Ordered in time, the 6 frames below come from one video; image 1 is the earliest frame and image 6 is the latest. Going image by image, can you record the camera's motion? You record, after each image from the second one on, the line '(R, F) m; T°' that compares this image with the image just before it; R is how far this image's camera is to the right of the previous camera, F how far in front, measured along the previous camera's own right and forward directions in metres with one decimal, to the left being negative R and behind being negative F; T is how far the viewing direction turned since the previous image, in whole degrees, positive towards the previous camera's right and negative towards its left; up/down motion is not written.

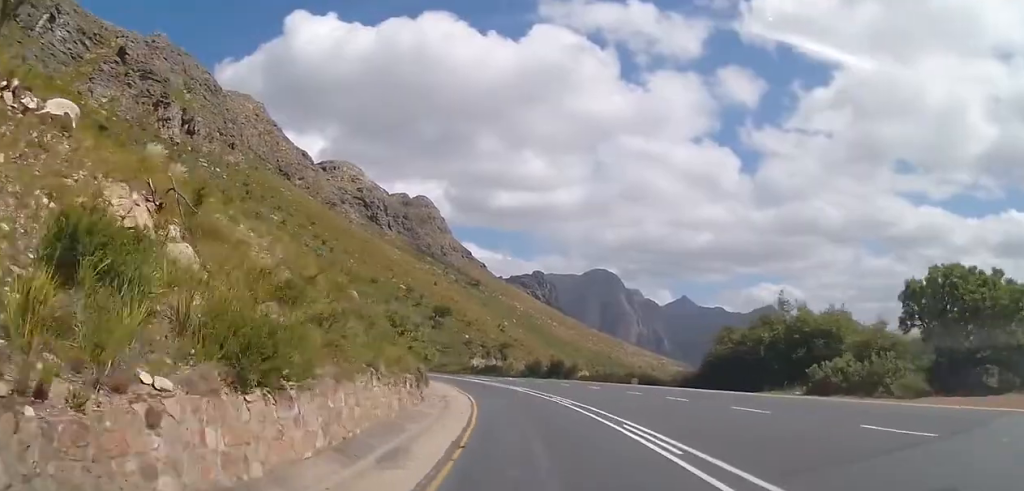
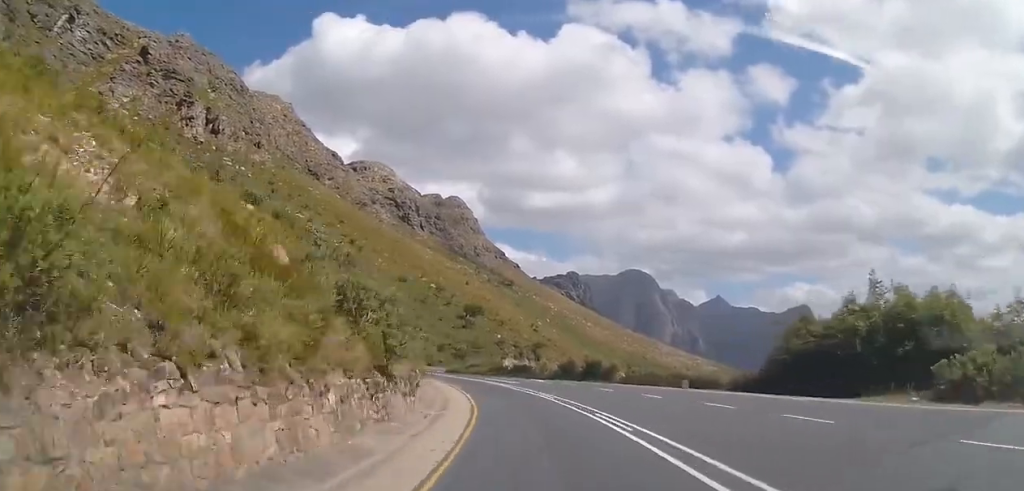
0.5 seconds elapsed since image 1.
(-0.1, +8.9) m; -4°
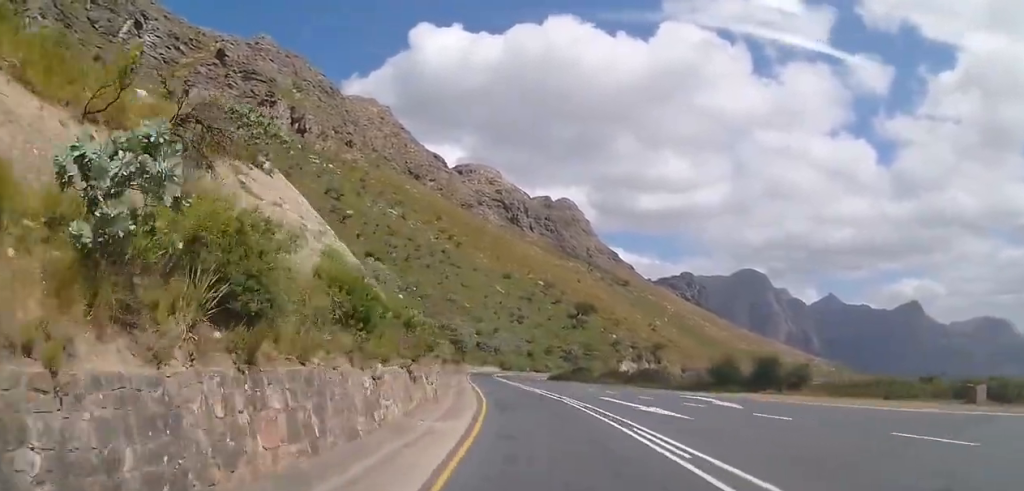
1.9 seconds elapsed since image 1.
(-5.0, +26.9) m; -19°
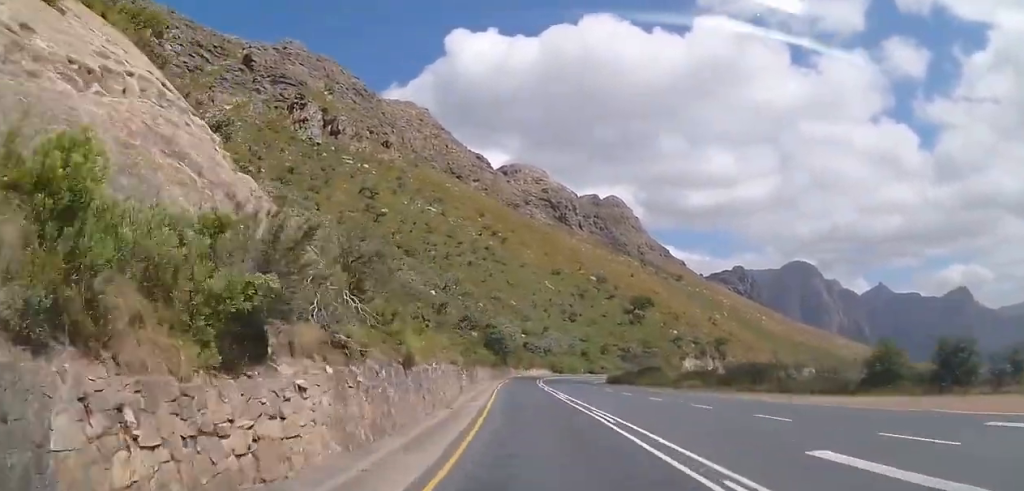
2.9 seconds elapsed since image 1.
(-1.1, +18.0) m; -5°
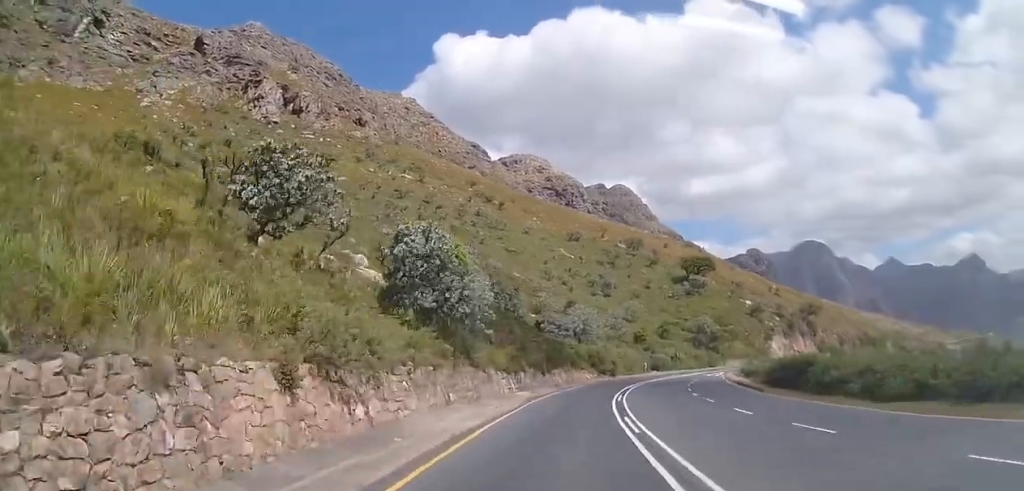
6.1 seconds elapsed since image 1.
(-1.9, +63.2) m; +1°
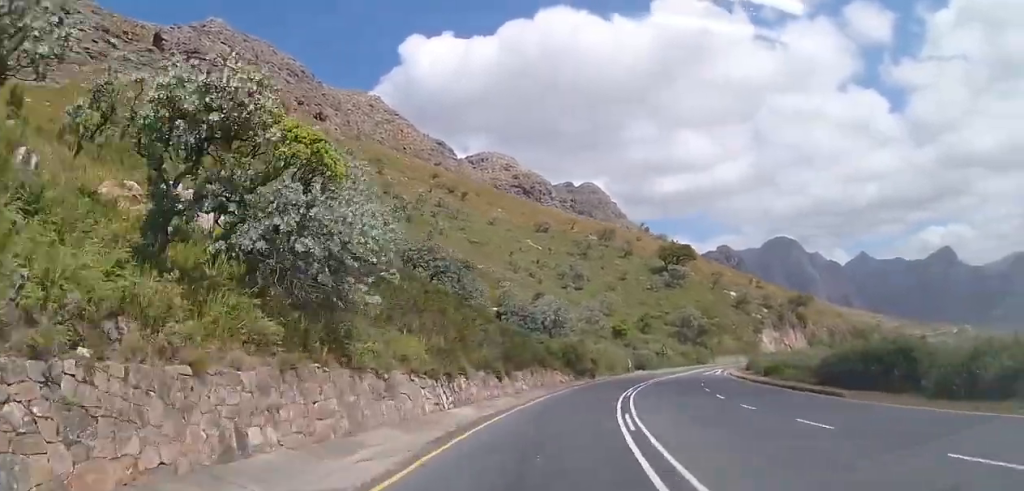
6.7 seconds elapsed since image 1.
(+0.3, +12.4) m; +4°
